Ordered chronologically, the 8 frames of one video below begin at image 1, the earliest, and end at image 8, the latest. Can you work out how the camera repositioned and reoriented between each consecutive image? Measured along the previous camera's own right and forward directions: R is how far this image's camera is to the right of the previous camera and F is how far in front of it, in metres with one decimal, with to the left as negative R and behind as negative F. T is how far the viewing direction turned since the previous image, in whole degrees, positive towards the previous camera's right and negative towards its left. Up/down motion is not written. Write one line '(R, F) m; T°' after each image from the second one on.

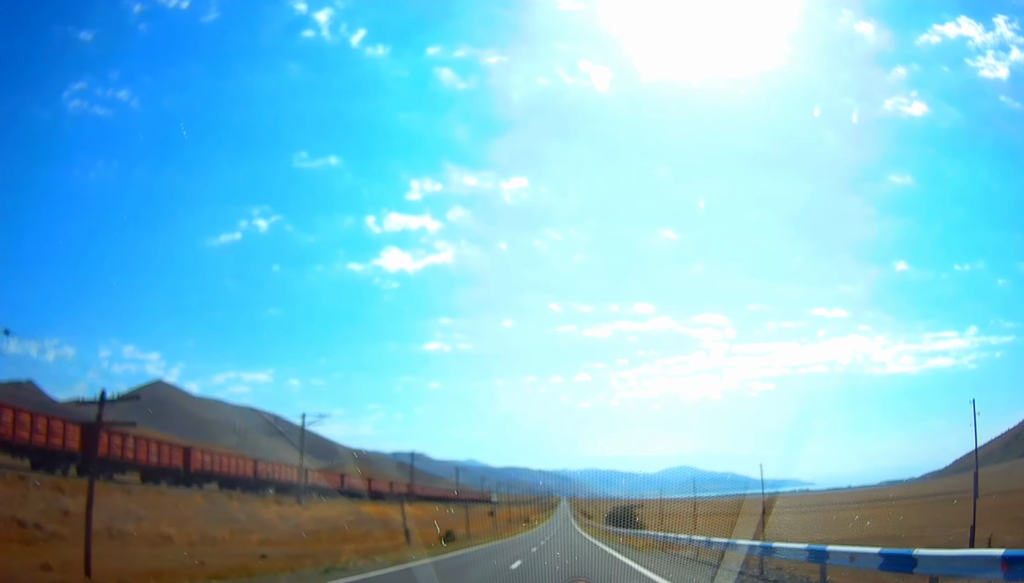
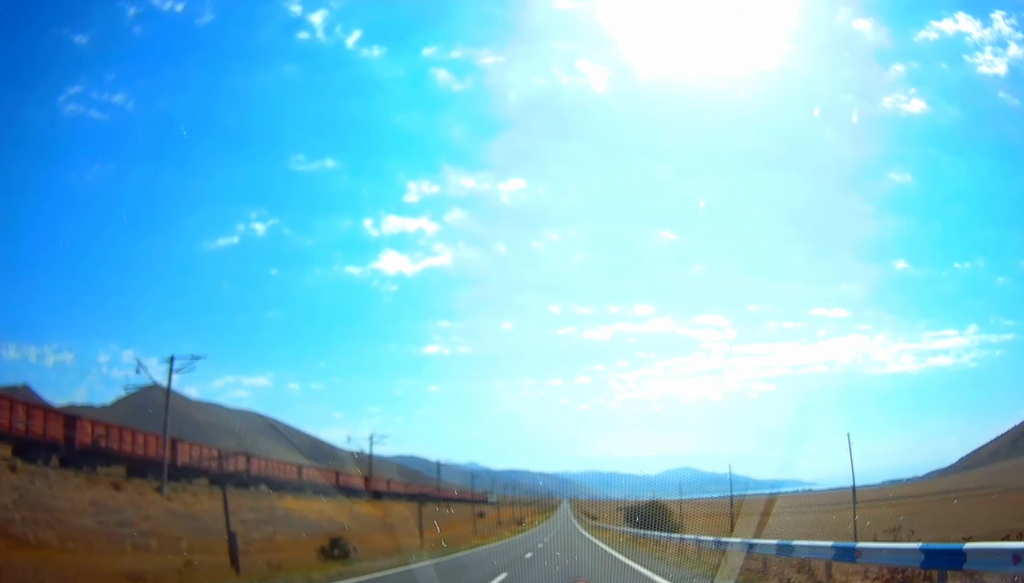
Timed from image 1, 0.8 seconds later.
(-0.3, +28.2) m; -1°
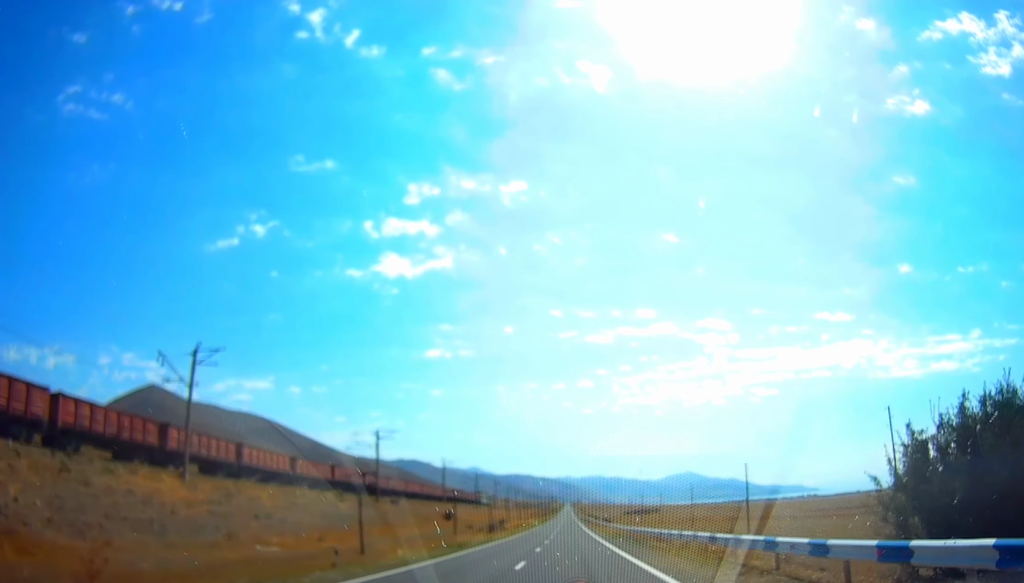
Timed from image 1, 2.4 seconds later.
(-0.2, +53.2) m; 0°
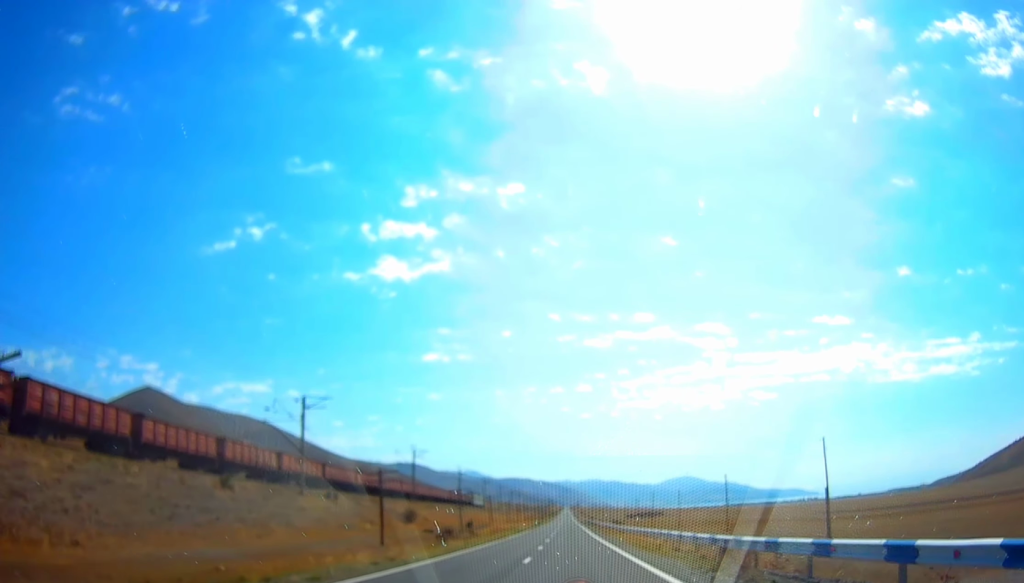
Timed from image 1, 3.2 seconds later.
(0.0, +29.4) m; 0°
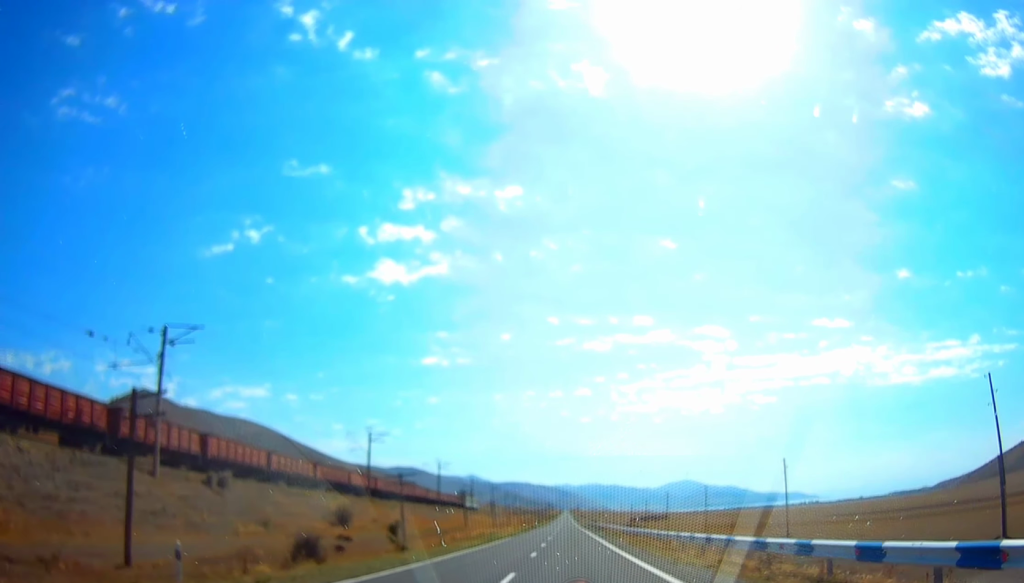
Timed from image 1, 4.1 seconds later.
(0.0, +29.7) m; 0°
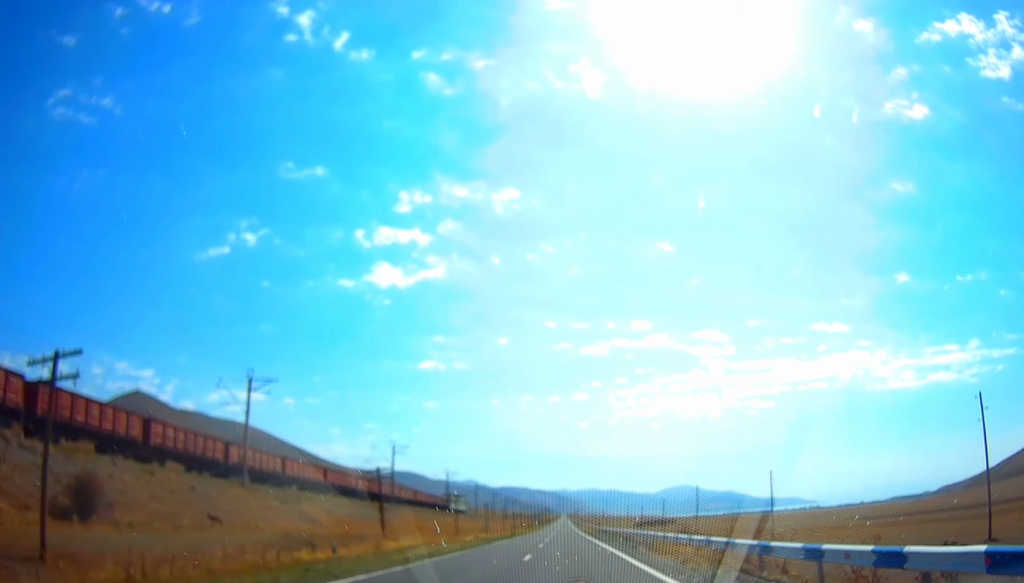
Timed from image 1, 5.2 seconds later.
(+0.1, +39.8) m; 0°
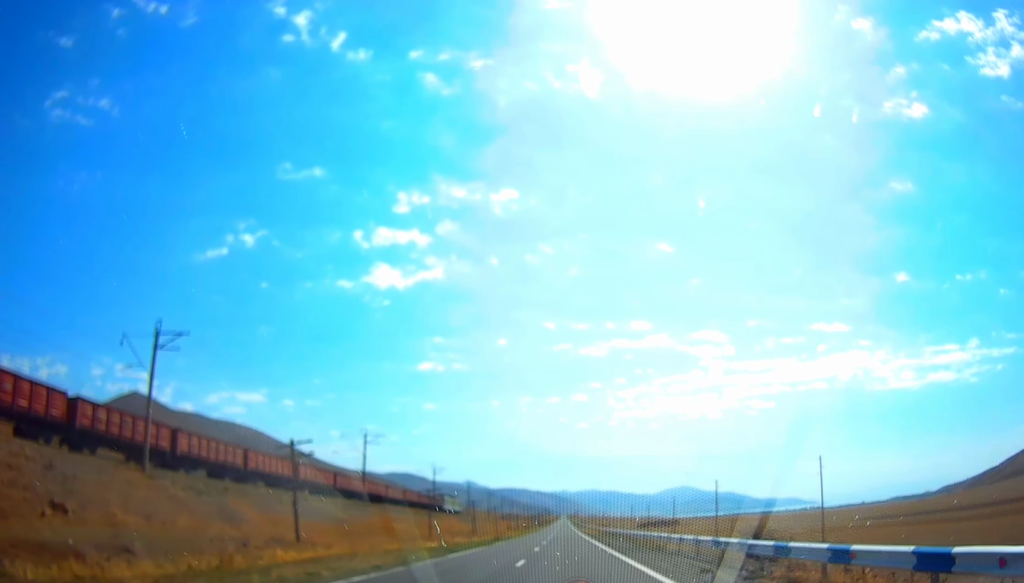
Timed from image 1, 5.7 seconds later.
(+0.1, +16.4) m; 0°
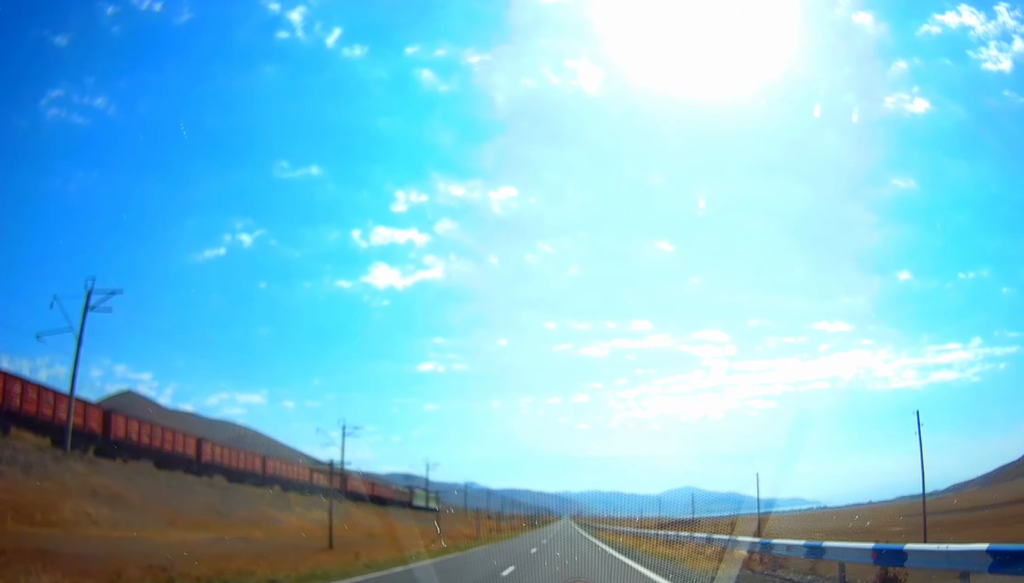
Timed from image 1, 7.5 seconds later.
(+0.2, +64.9) m; 0°
